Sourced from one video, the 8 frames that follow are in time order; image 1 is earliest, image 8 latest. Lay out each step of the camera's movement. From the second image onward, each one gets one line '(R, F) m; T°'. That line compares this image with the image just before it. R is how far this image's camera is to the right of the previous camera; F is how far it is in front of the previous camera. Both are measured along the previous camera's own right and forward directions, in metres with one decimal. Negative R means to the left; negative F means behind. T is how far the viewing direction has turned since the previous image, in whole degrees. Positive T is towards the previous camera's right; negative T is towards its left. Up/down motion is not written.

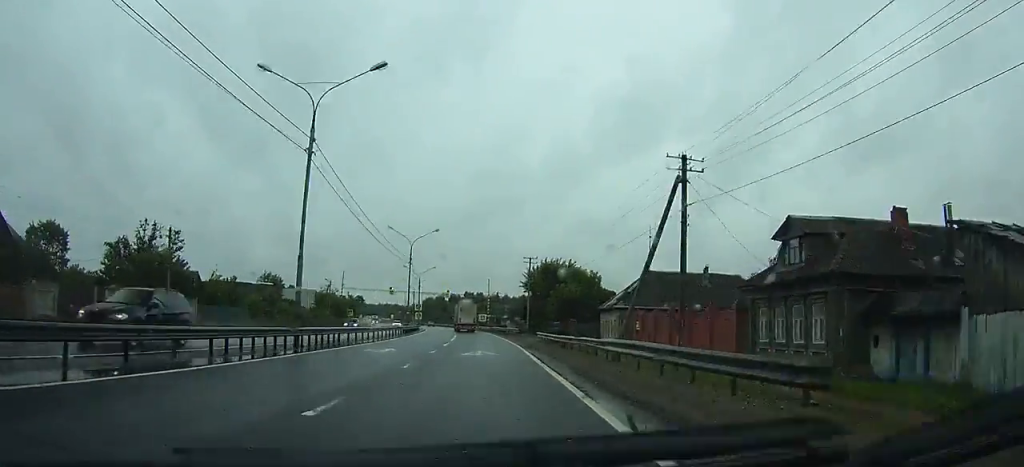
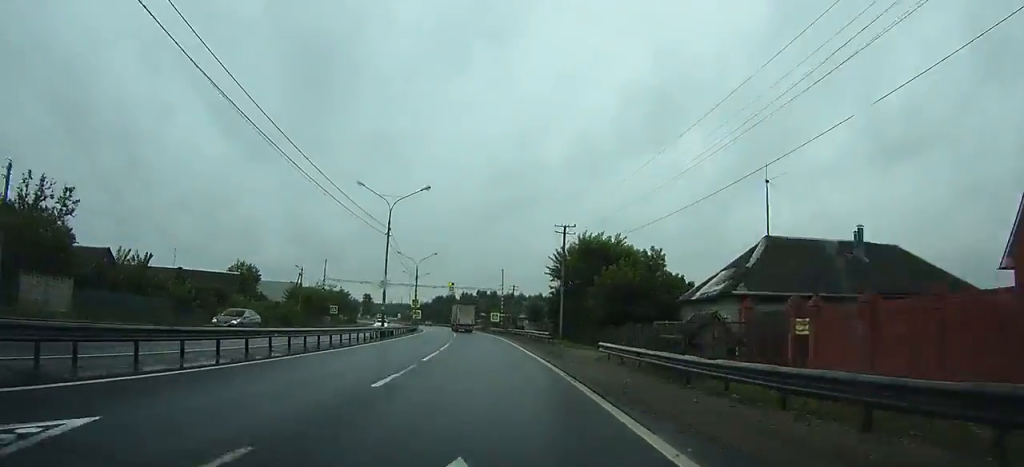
(+0.2, +20.0) m; -1°
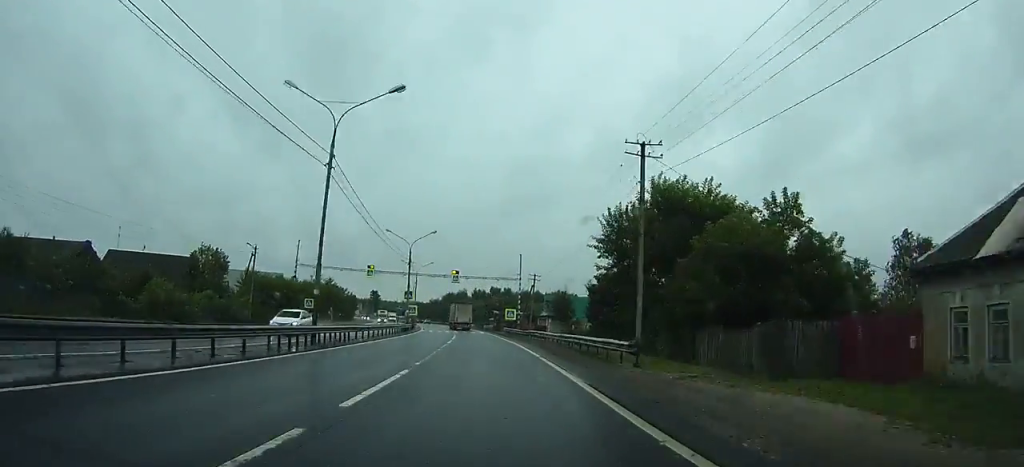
(-0.3, +19.0) m; -2°
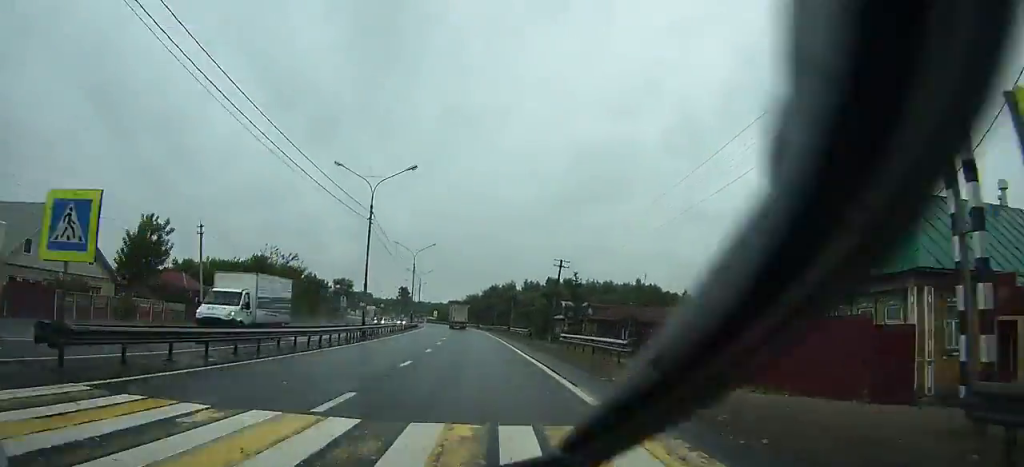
(-3.1, +65.2) m; -5°
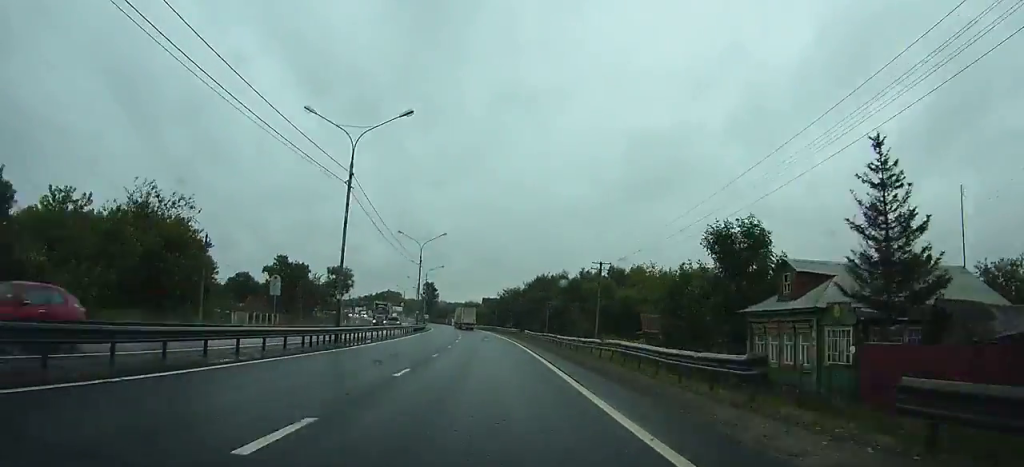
(-1.9, +50.6) m; -7°
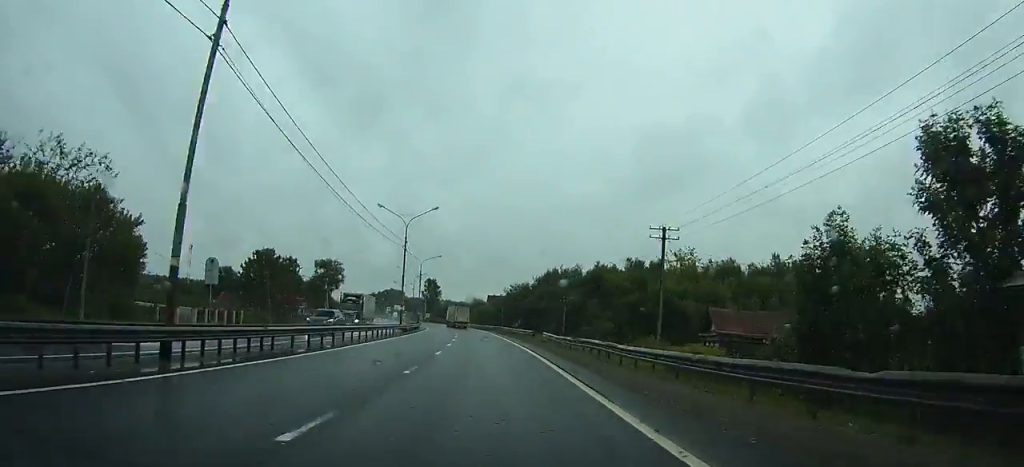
(-0.7, +15.3) m; -2°
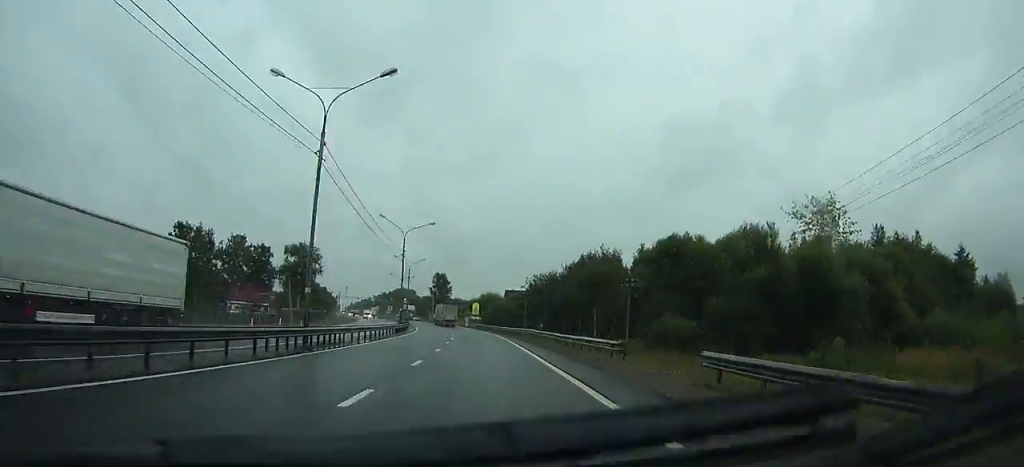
(-1.1, +29.6) m; -2°
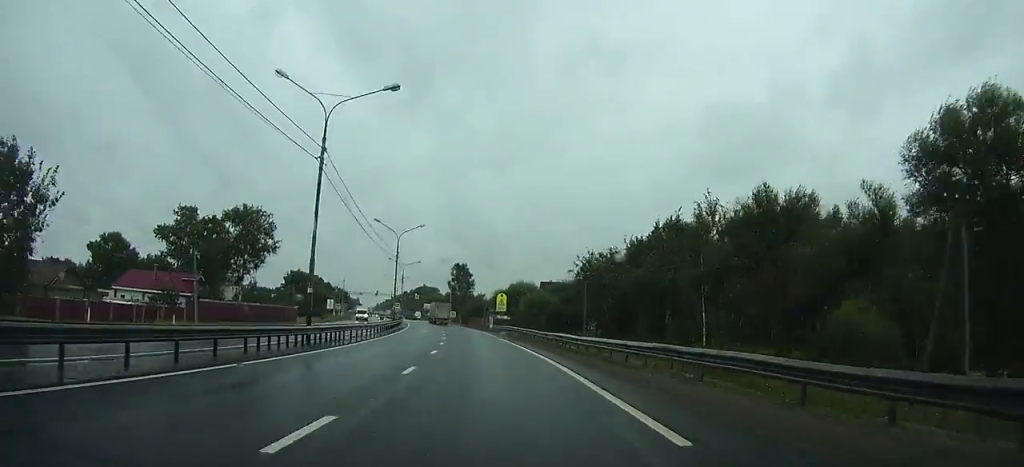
(0.0, +34.6) m; 0°
